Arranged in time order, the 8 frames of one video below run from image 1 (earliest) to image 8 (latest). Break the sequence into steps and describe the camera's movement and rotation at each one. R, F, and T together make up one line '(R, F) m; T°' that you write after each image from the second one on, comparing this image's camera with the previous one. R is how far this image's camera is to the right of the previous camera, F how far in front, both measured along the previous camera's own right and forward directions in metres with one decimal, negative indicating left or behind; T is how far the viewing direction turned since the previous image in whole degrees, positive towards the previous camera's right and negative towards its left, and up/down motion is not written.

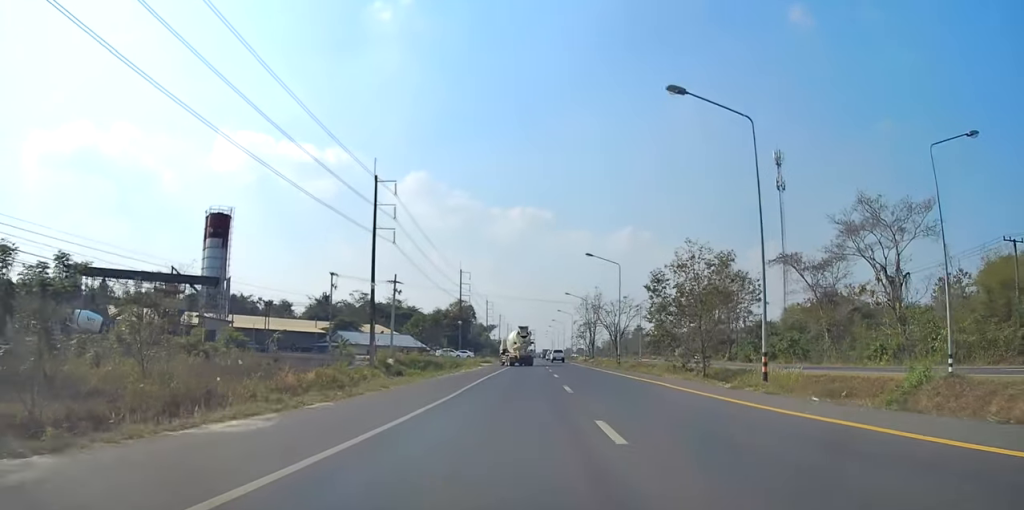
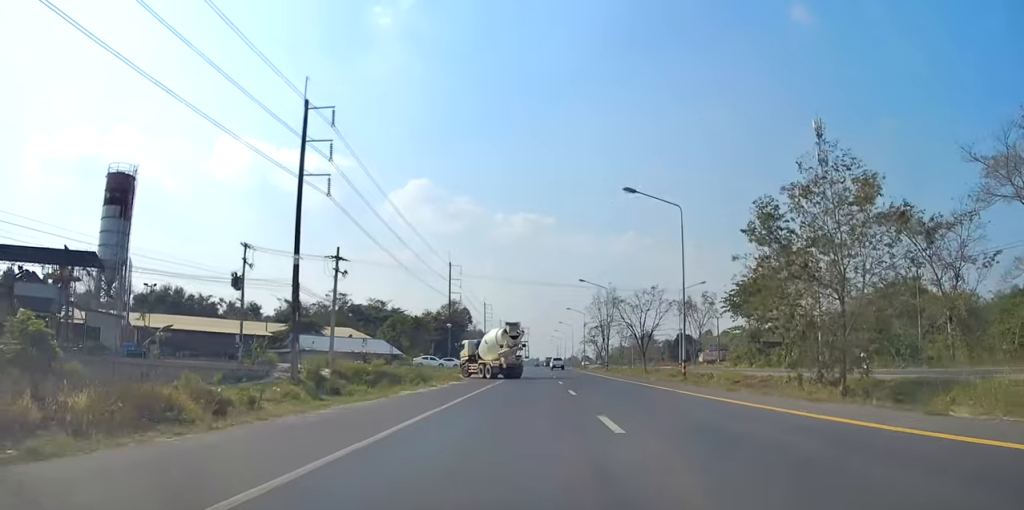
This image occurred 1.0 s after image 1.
(+0.1, +23.0) m; 0°
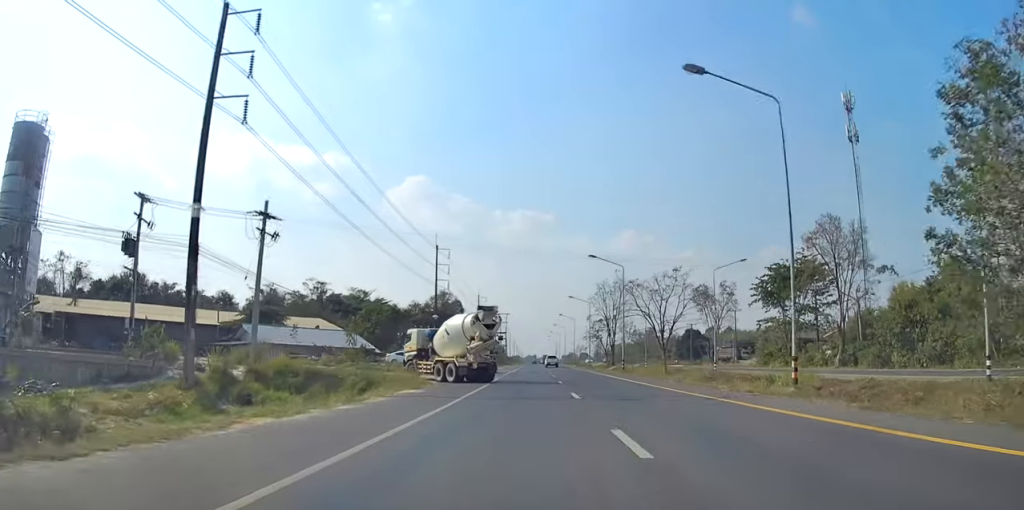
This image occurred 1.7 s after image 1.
(-0.2, +14.9) m; -1°
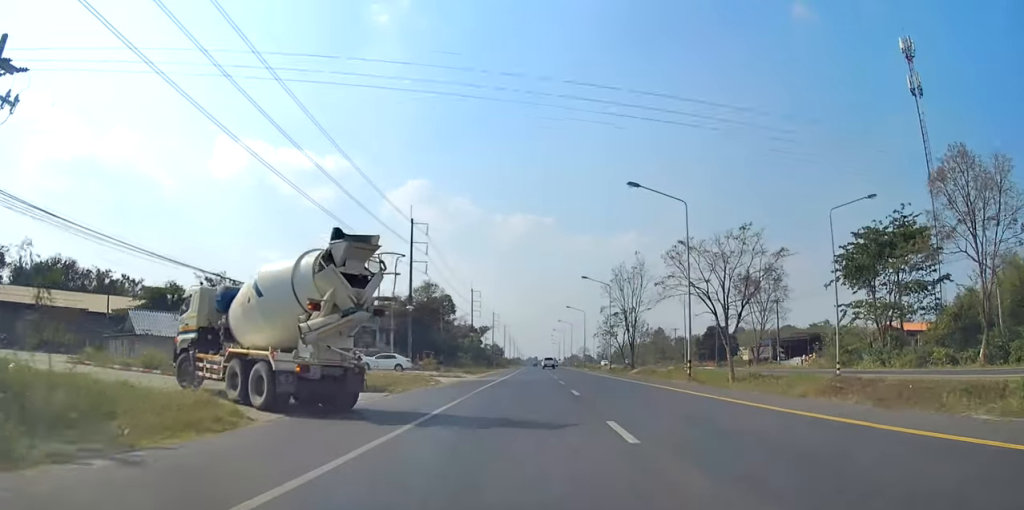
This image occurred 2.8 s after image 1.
(+0.1, +23.6) m; +1°
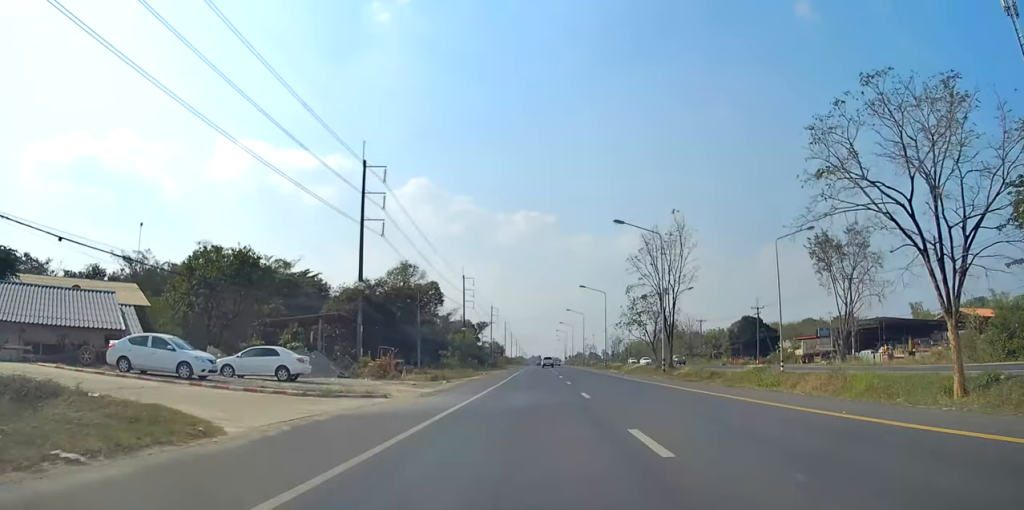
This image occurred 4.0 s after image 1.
(+0.3, +26.1) m; 0°
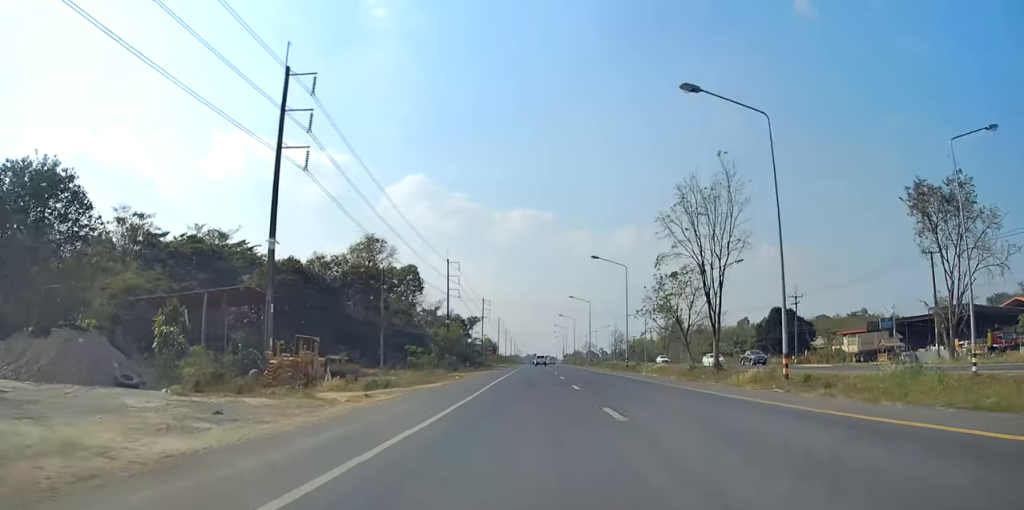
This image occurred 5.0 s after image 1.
(-0.1, +20.6) m; 0°
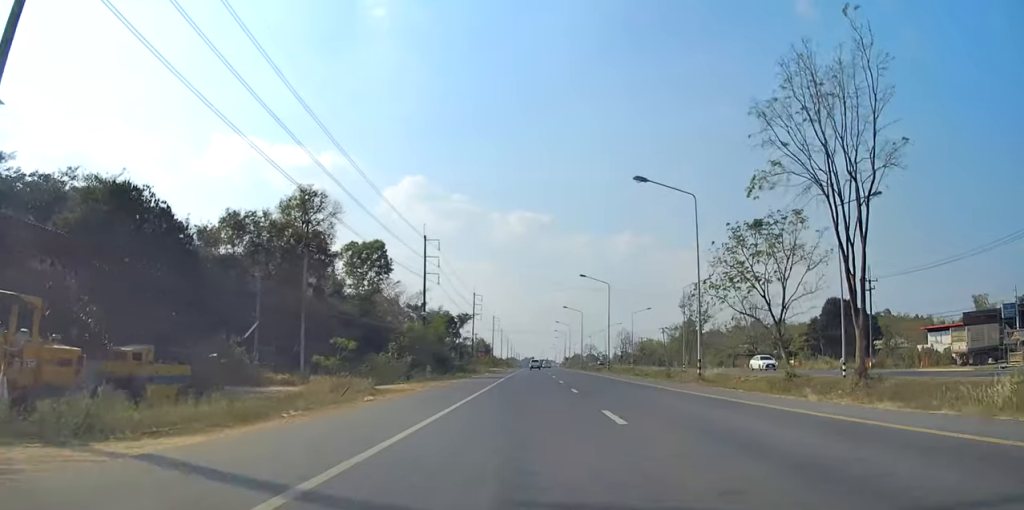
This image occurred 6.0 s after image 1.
(0.0, +23.4) m; 0°
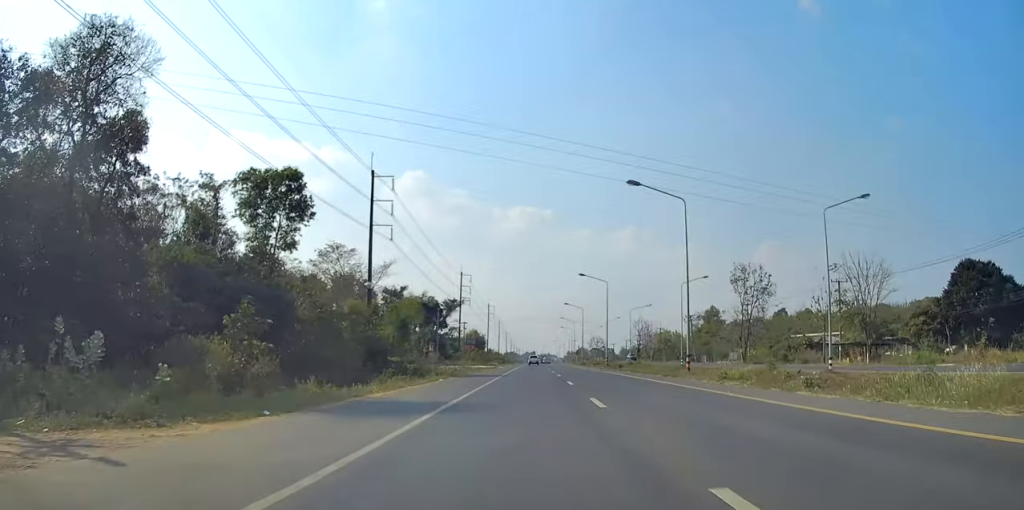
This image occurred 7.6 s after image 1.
(-0.2, +34.1) m; -1°
